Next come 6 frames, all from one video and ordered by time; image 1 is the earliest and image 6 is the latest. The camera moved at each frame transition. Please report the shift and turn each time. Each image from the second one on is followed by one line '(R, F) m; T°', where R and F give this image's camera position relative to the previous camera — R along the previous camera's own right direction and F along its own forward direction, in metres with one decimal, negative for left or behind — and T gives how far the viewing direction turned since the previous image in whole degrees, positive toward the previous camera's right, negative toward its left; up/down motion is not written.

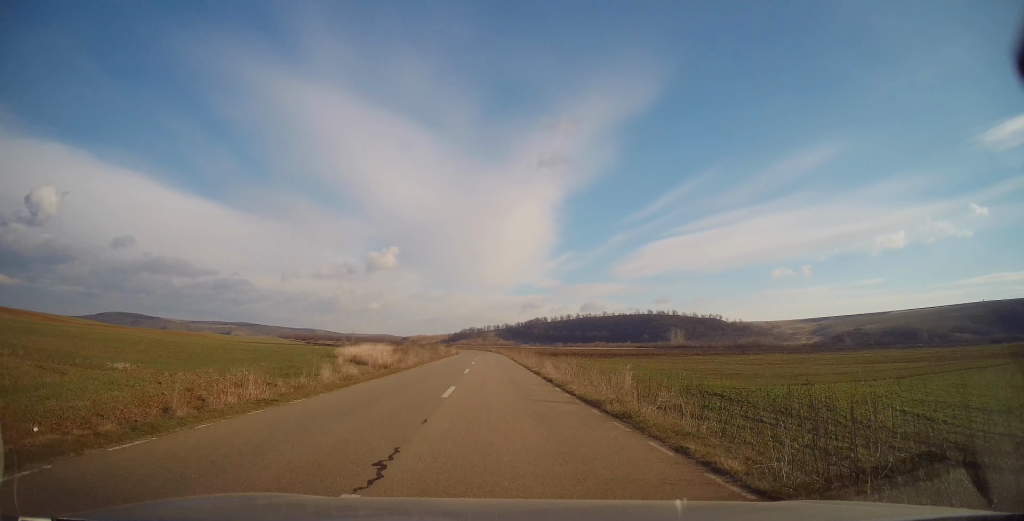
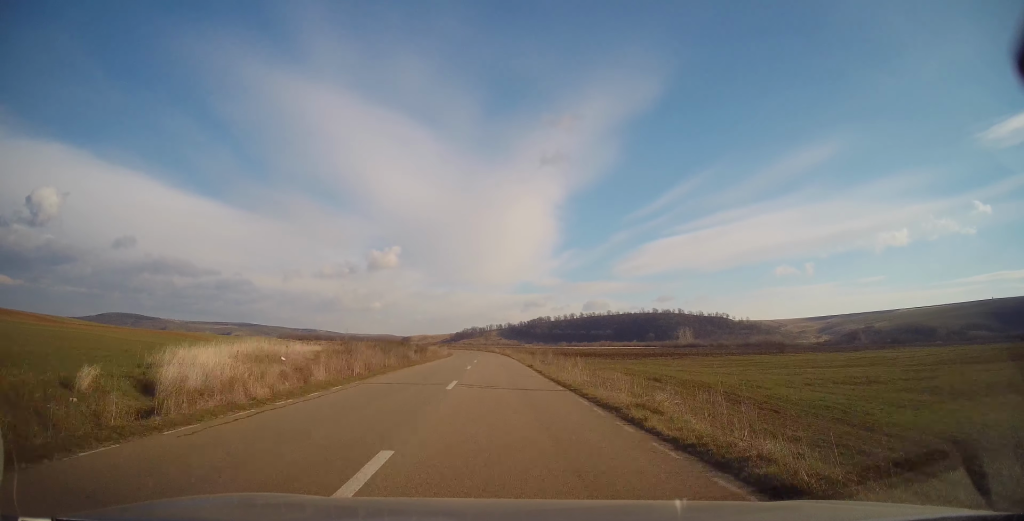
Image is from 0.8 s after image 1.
(+0.3, +21.7) m; +1°
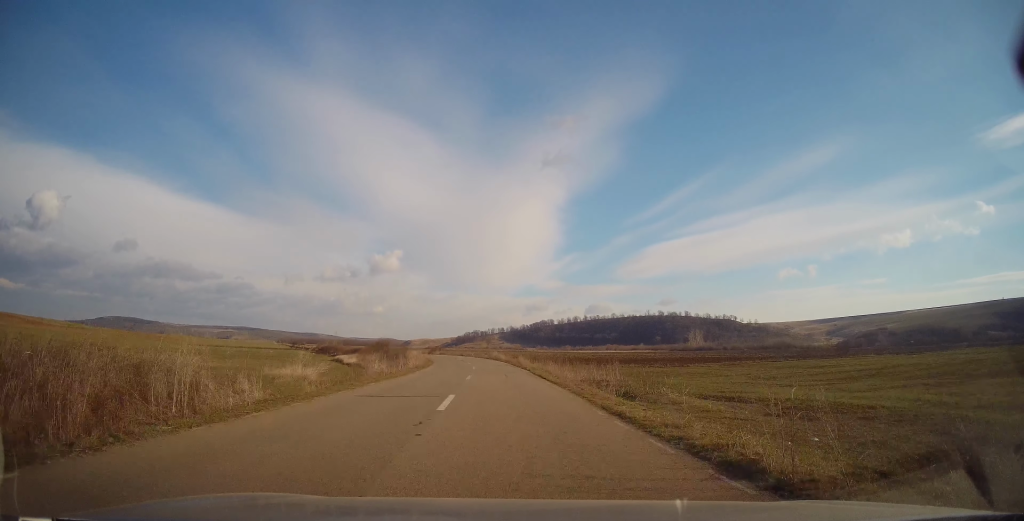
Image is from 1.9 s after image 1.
(0.0, +27.7) m; -1°
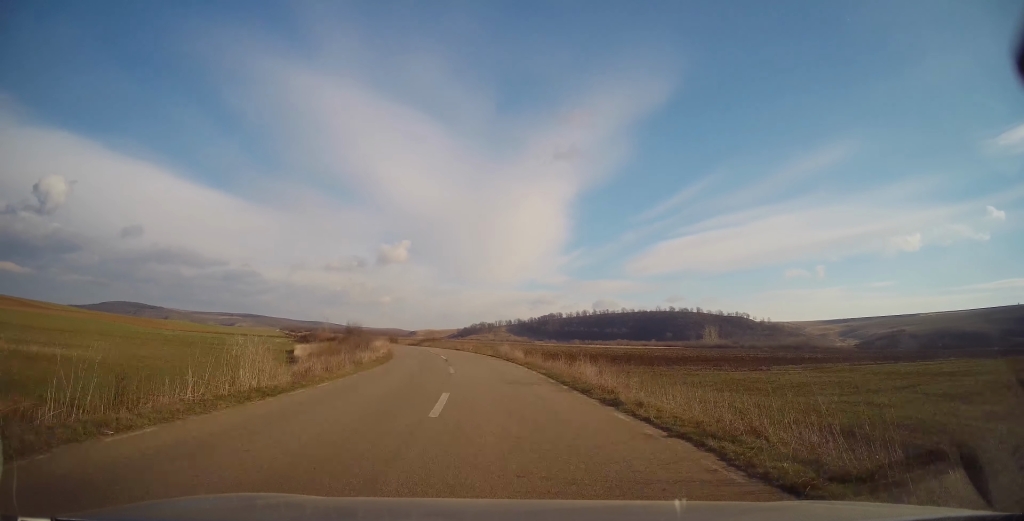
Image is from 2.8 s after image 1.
(-0.2, +25.2) m; -2°
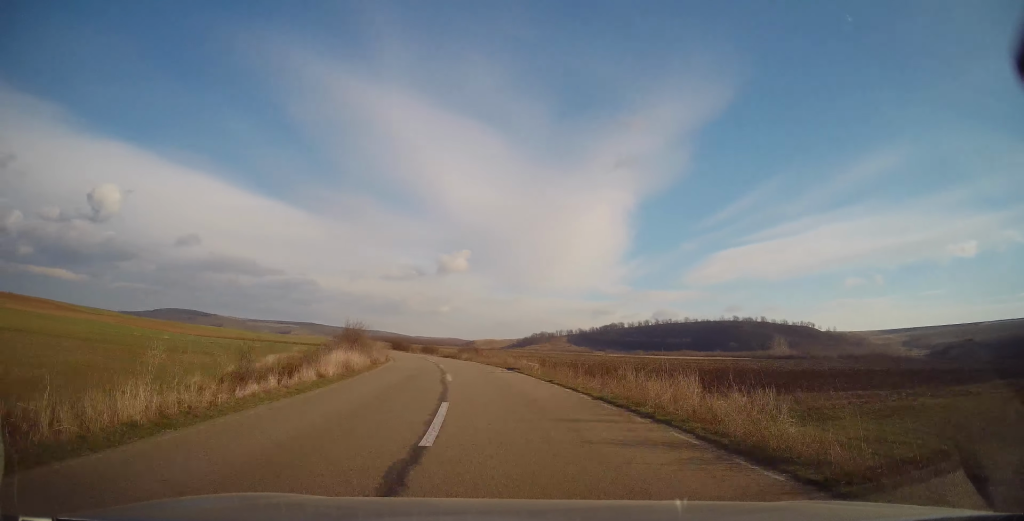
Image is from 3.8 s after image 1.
(-0.9, +26.7) m; -5°
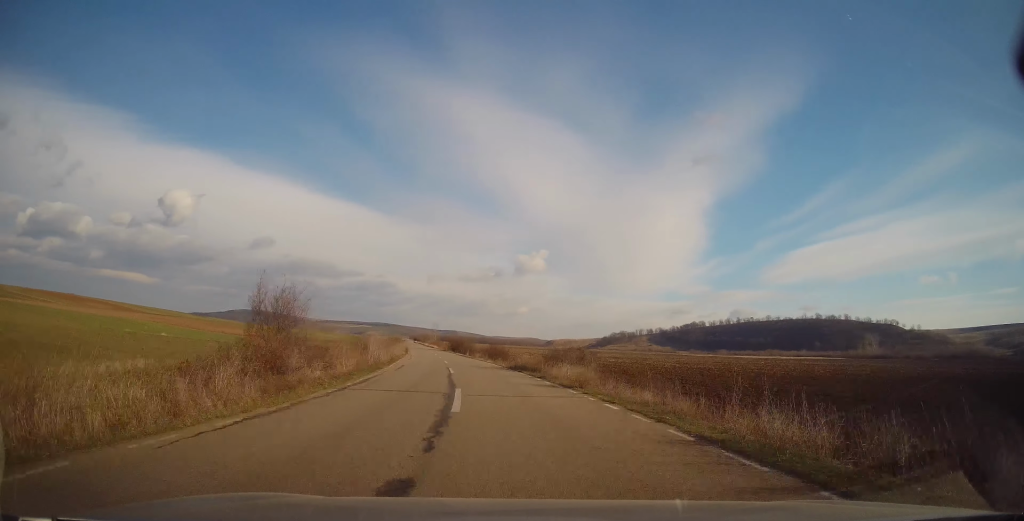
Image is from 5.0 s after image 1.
(-1.9, +30.7) m; -7°
